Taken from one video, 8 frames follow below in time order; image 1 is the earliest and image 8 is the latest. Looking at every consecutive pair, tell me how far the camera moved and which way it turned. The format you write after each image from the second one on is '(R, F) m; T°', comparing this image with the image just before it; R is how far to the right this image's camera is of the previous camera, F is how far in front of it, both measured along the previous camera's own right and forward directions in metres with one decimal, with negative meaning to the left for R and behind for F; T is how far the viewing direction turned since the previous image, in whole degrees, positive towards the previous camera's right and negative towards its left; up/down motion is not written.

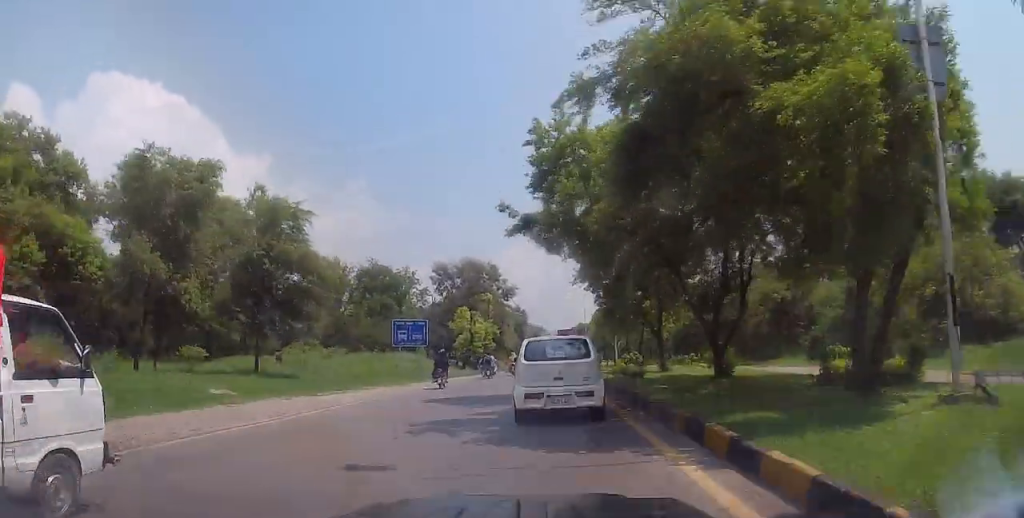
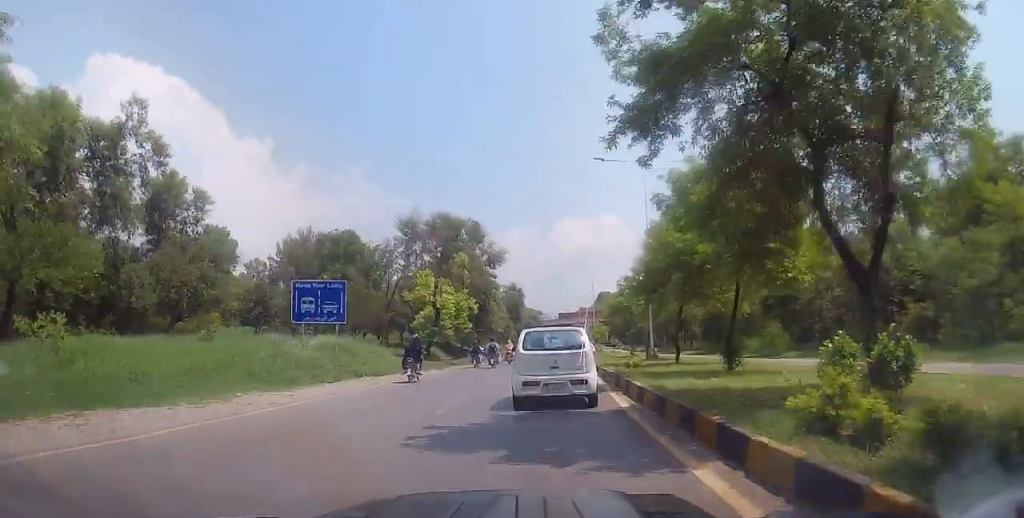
(0.0, +18.1) m; +1°
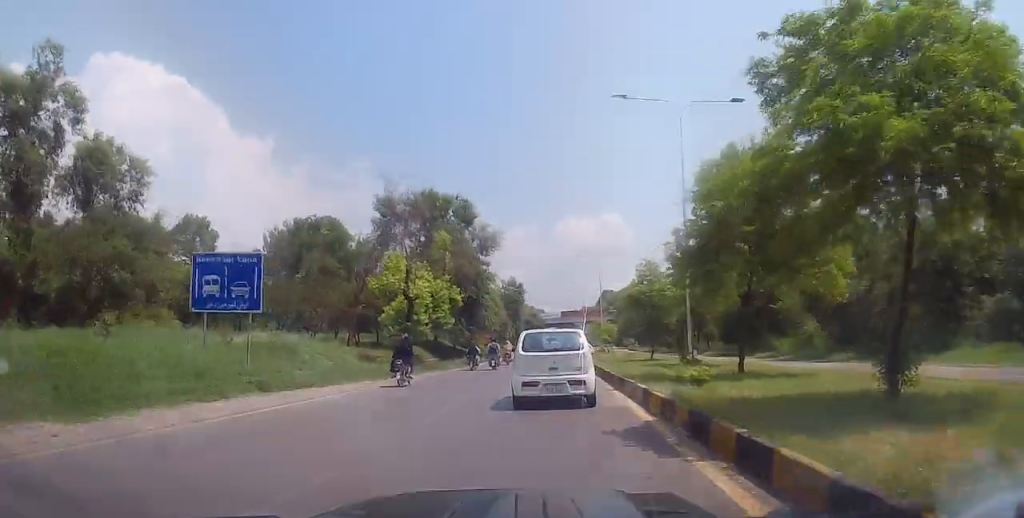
(+0.1, +8.5) m; +1°
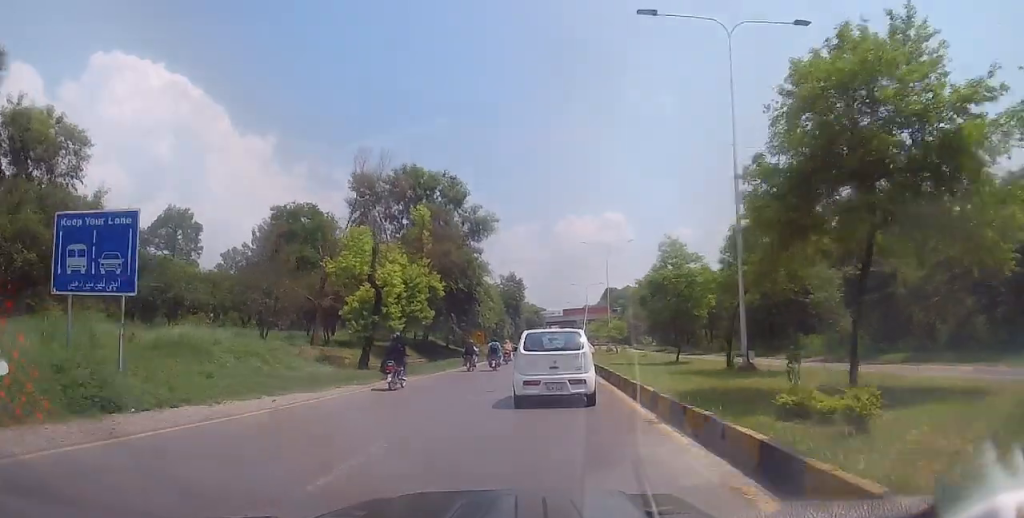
(0.0, +6.6) m; -1°
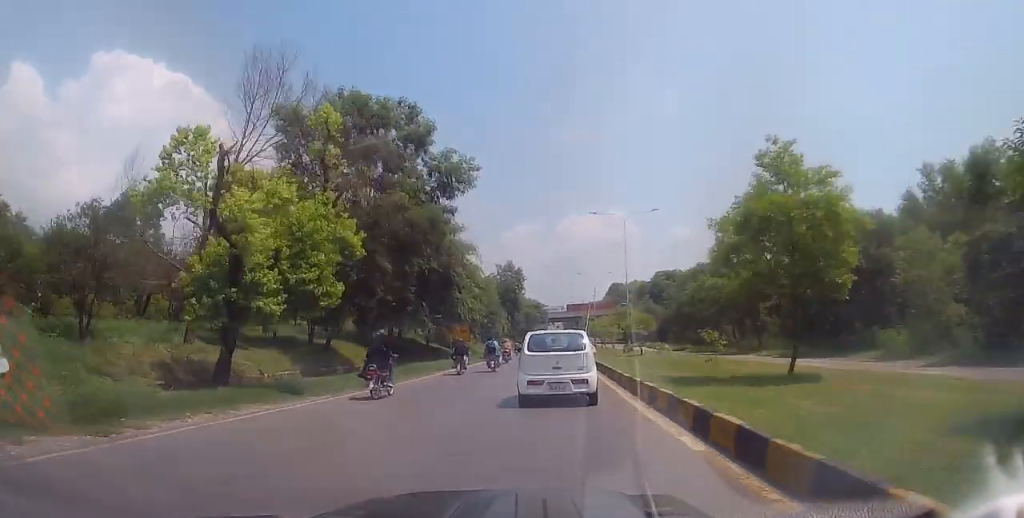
(-0.2, +13.0) m; -1°
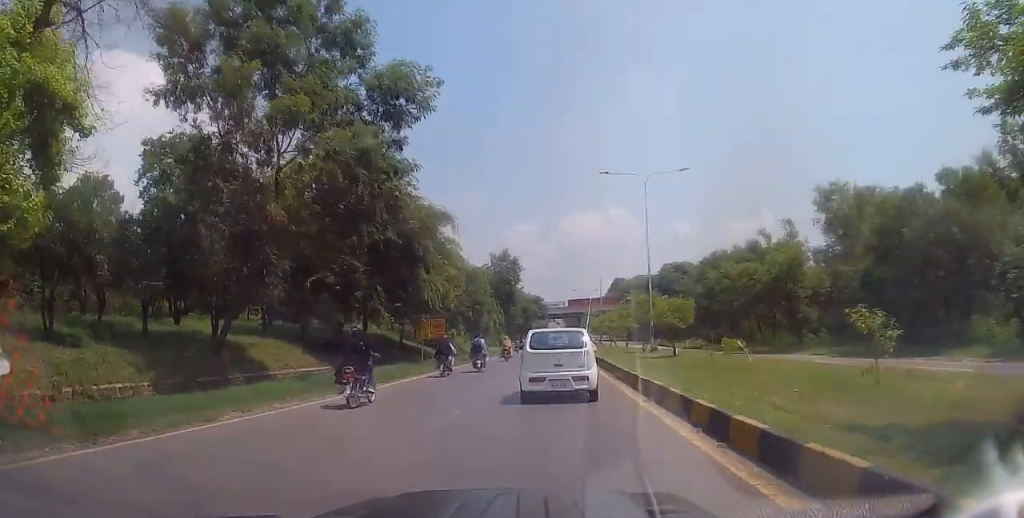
(-0.1, +10.4) m; +1°
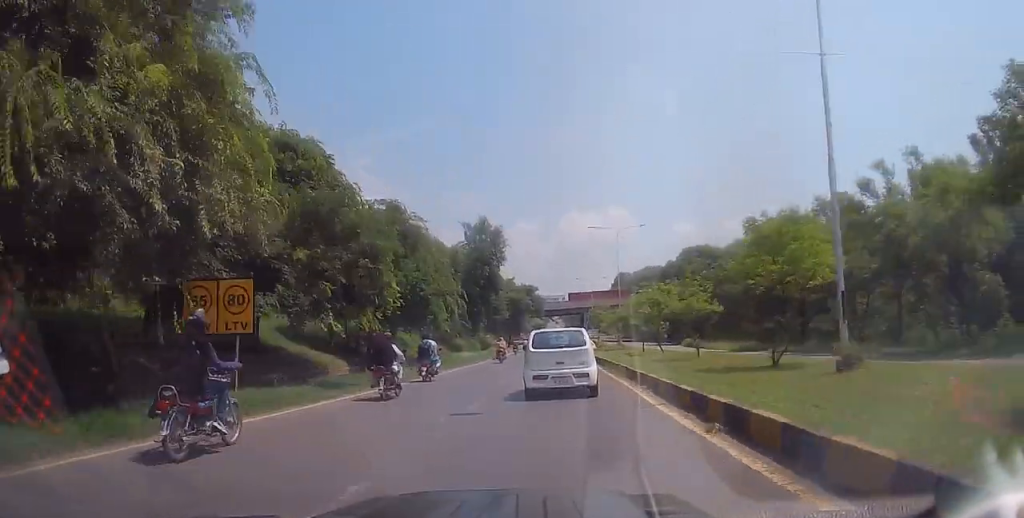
(+0.3, +23.8) m; -1°
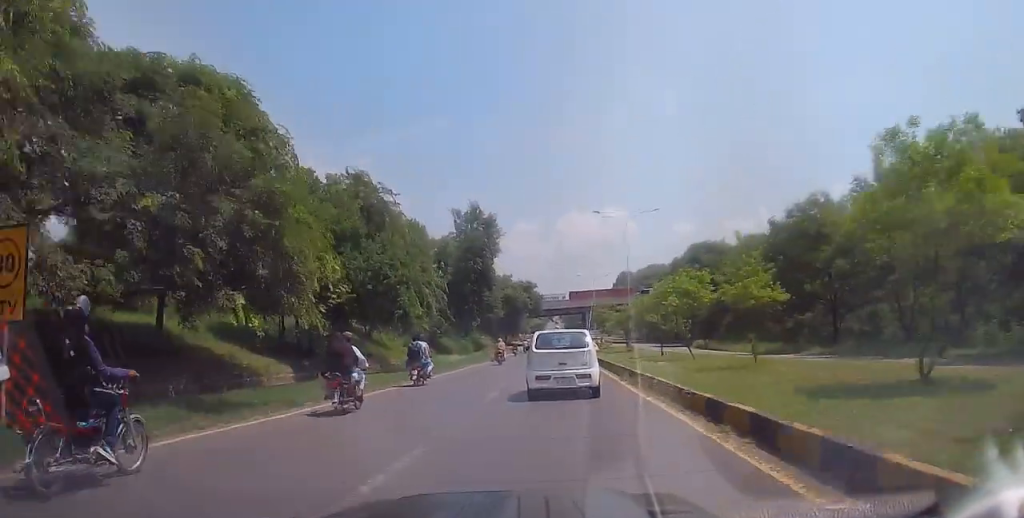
(0.0, +6.8) m; 0°
